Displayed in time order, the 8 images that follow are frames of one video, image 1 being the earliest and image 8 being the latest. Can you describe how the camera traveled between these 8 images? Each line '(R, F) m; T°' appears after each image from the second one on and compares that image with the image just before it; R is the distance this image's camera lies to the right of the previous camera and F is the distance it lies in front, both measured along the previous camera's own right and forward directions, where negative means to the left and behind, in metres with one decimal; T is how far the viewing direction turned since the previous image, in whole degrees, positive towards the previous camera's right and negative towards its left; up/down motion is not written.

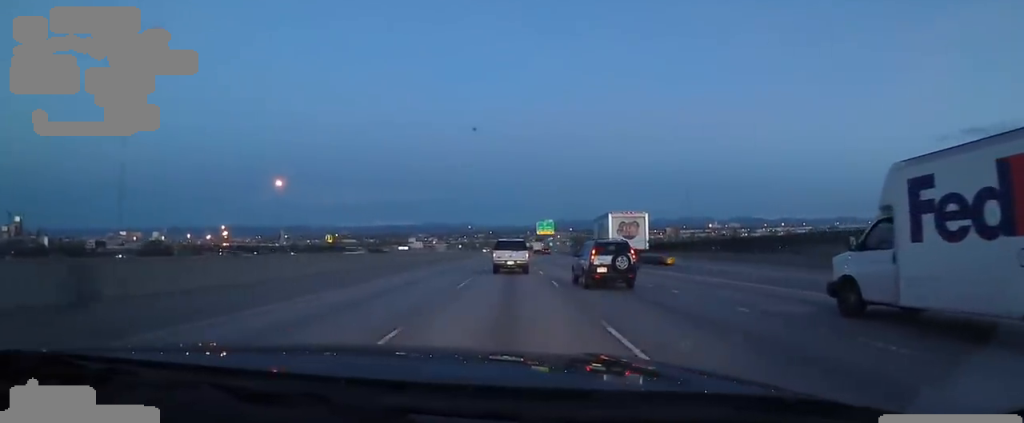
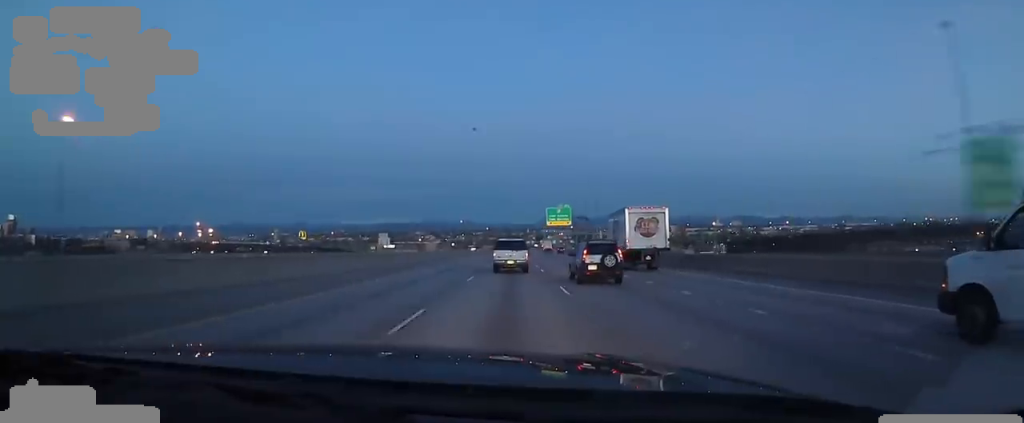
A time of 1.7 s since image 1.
(+2.4, +46.9) m; +3°
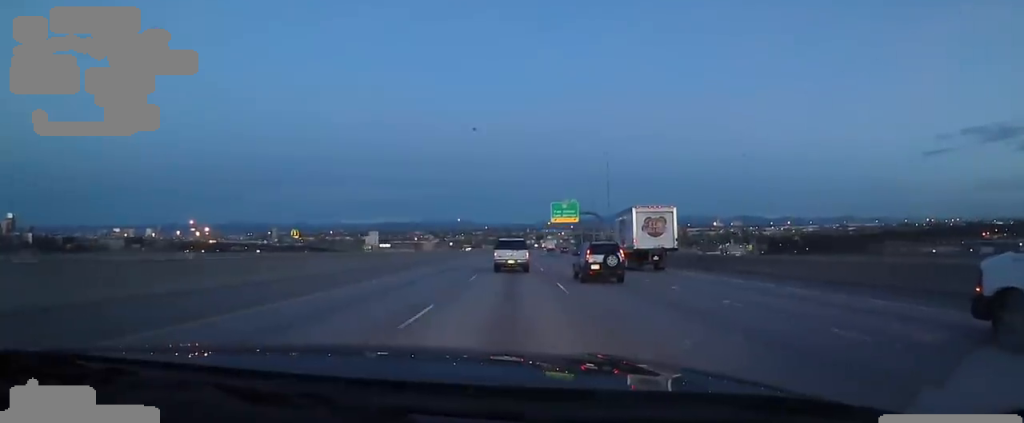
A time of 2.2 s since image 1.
(0.0, +11.7) m; 0°
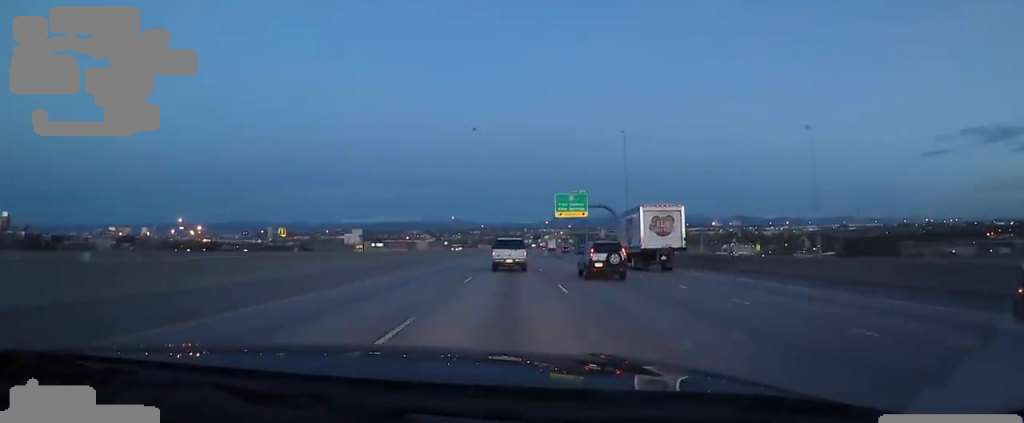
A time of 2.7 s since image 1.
(-0.8, +14.3) m; 0°
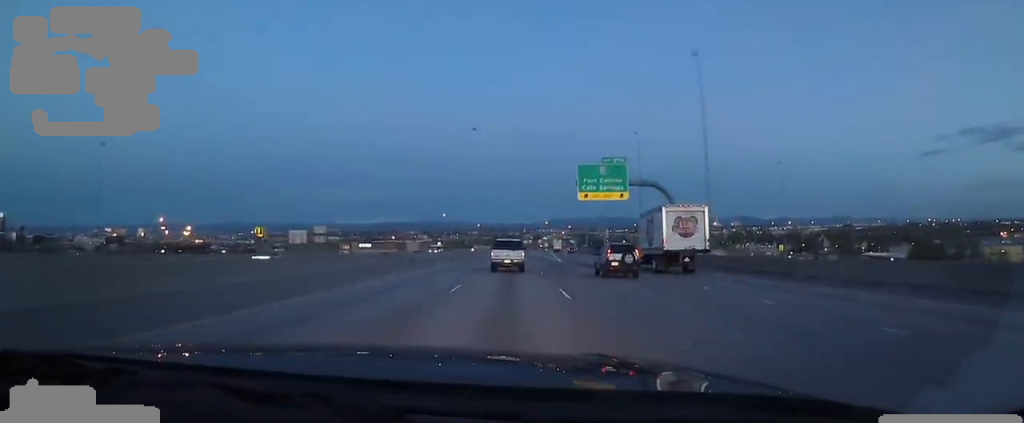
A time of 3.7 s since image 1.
(+0.6, +27.5) m; 0°
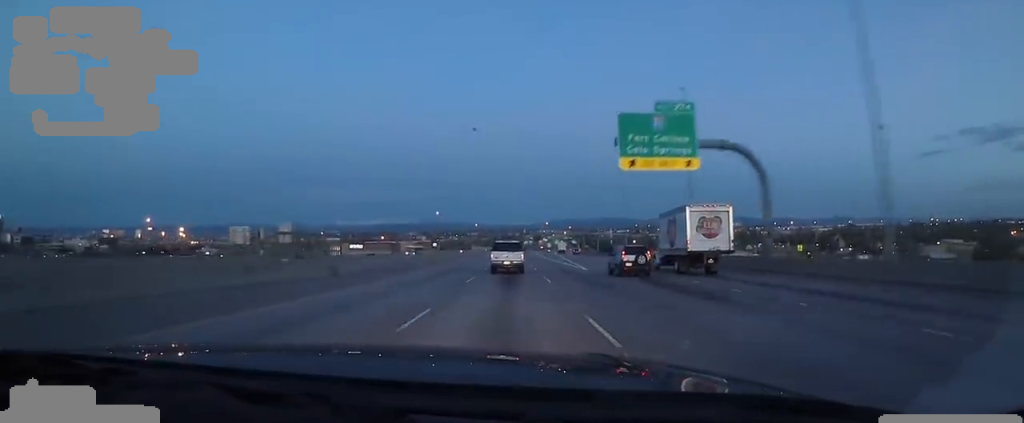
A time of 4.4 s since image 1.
(-0.2, +18.9) m; -1°
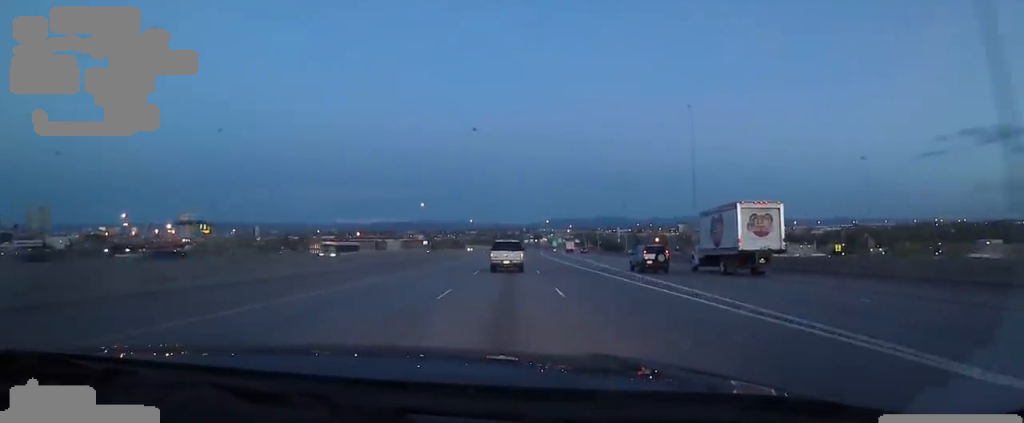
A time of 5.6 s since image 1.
(-0.8, +32.3) m; 0°
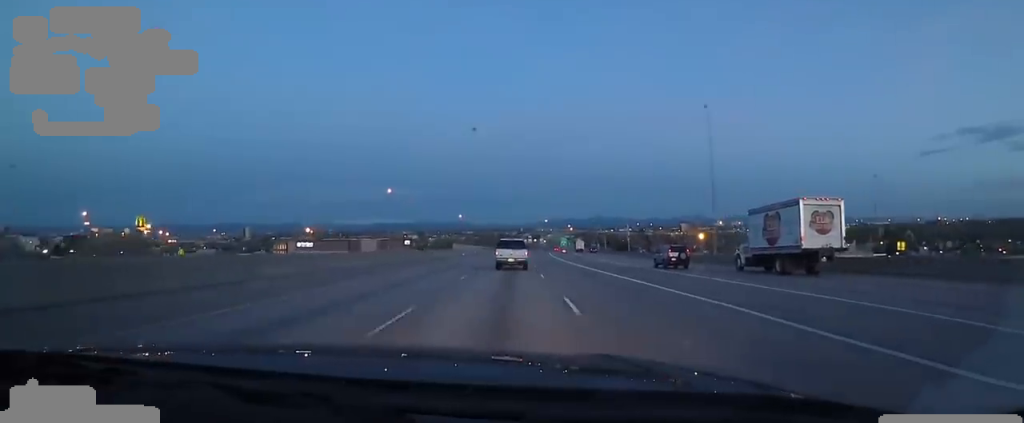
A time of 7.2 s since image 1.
(+1.9, +41.2) m; +3°
